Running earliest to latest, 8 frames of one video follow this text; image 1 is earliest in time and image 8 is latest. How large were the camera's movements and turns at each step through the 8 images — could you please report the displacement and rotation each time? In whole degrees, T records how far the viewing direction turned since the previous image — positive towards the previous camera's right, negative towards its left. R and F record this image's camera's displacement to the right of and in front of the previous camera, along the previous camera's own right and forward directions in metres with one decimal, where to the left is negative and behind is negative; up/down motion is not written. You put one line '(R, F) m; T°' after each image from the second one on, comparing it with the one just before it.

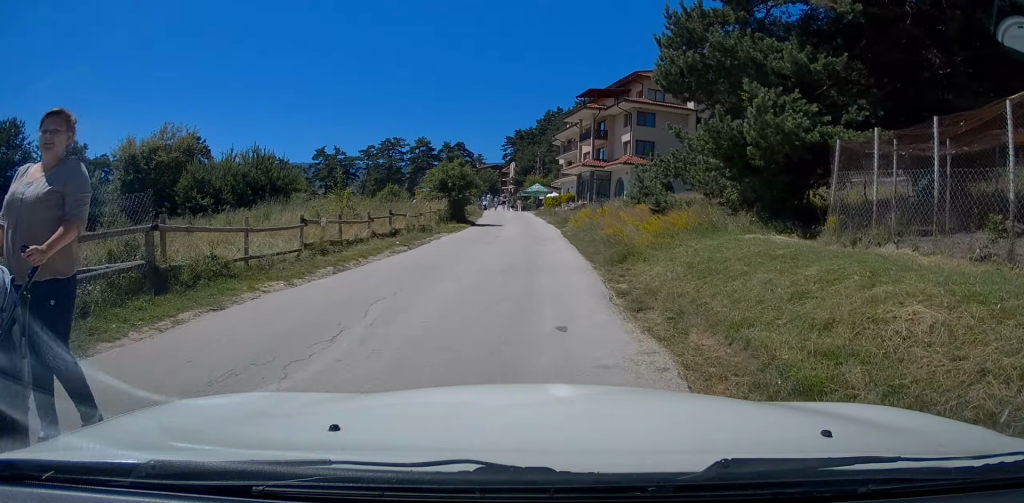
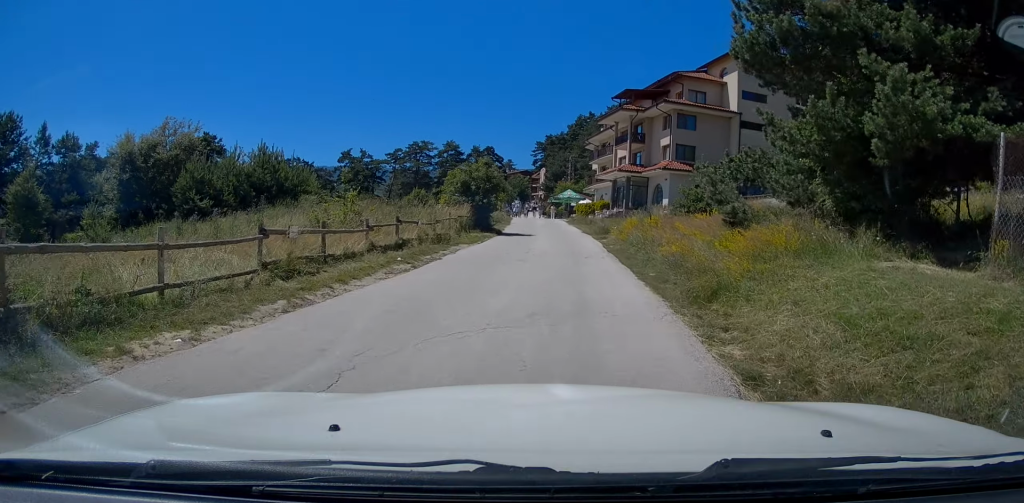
(0.0, +3.7) m; +6°
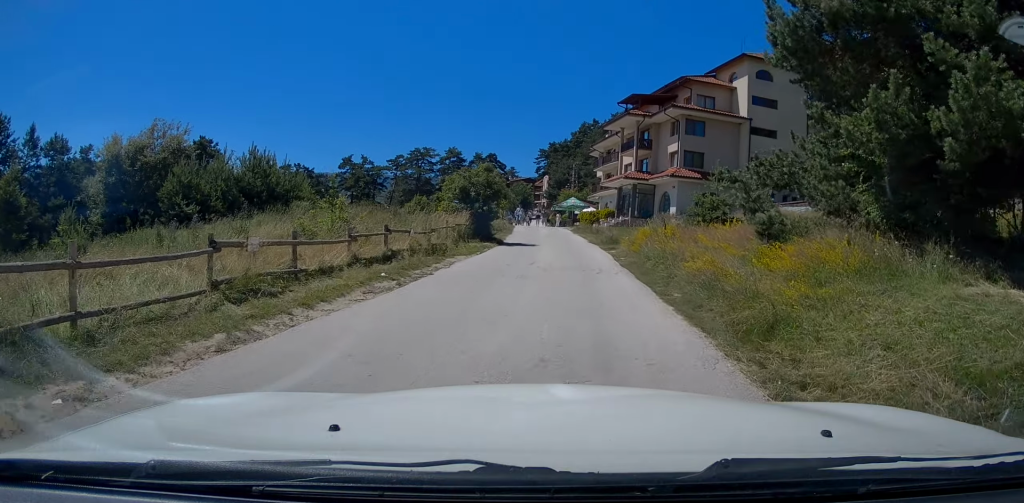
(+0.1, +1.7) m; +5°
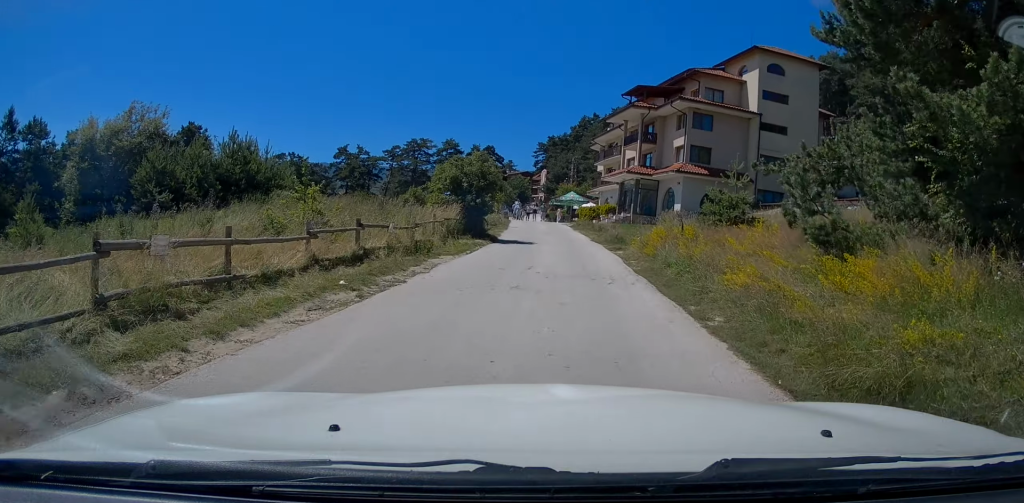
(+0.1, +2.4) m; +2°
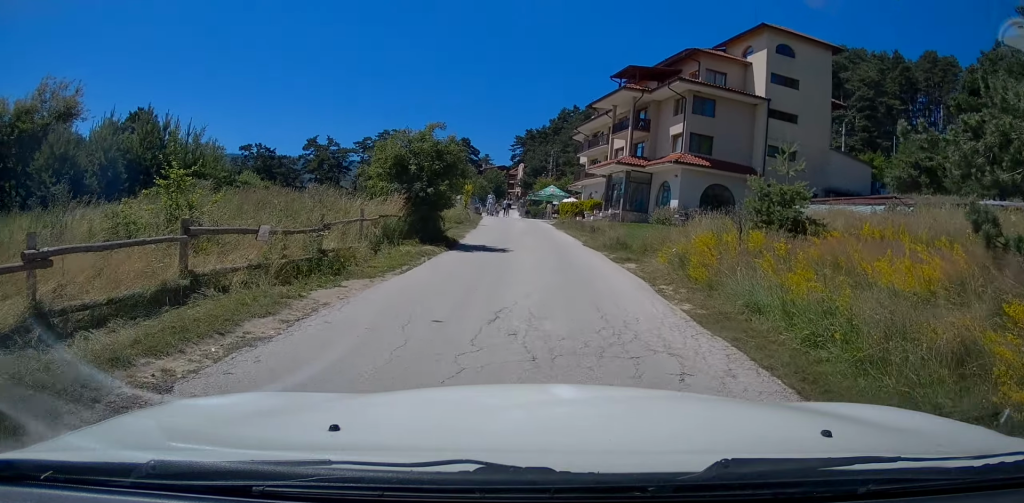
(0.0, +5.8) m; 0°
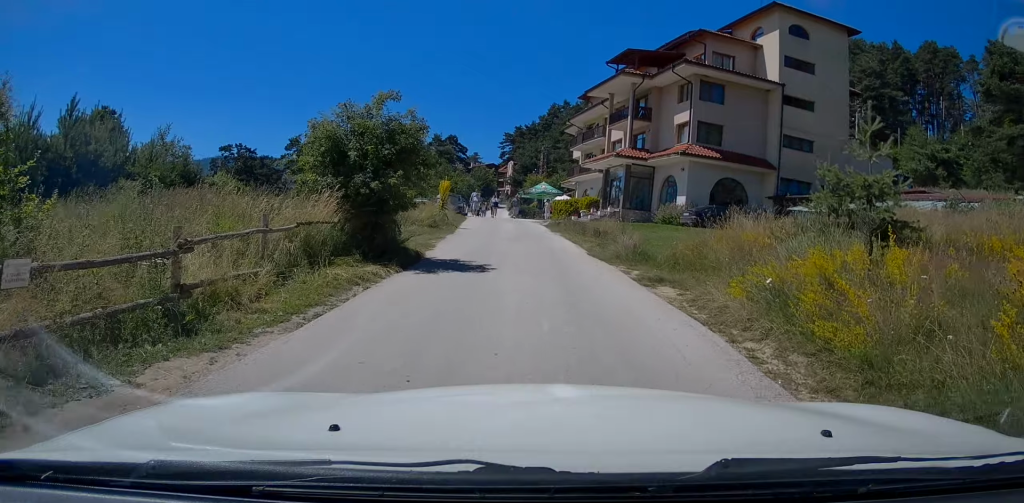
(+0.1, +4.2) m; 0°
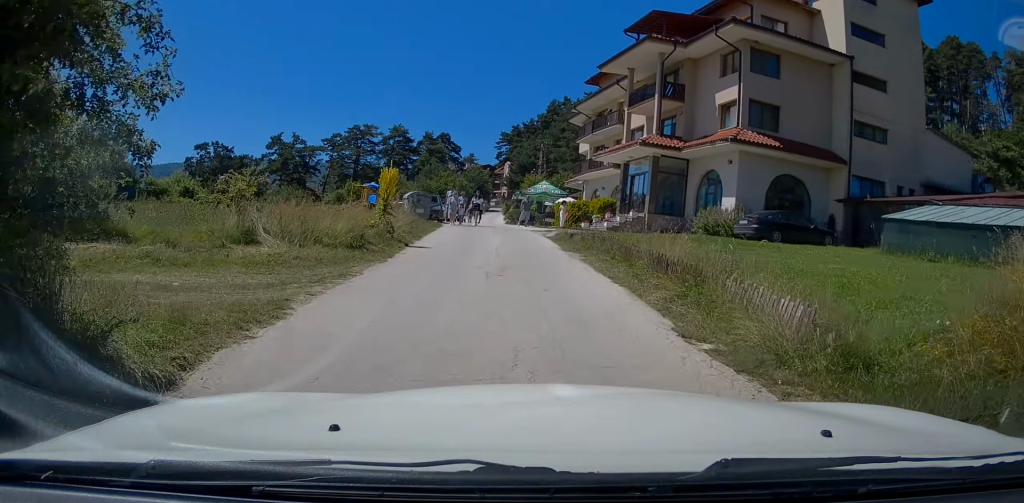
(-0.2, +9.1) m; -2°
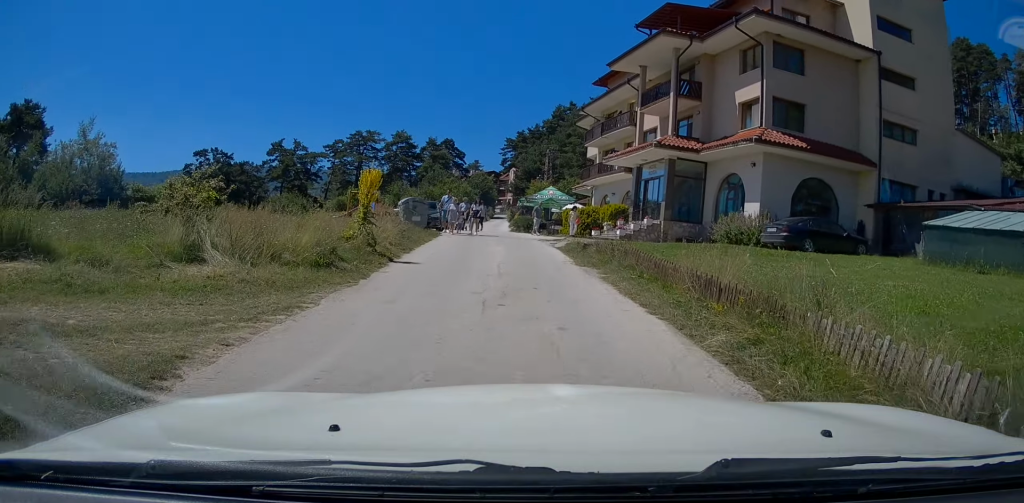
(0.0, +2.3) m; 0°
